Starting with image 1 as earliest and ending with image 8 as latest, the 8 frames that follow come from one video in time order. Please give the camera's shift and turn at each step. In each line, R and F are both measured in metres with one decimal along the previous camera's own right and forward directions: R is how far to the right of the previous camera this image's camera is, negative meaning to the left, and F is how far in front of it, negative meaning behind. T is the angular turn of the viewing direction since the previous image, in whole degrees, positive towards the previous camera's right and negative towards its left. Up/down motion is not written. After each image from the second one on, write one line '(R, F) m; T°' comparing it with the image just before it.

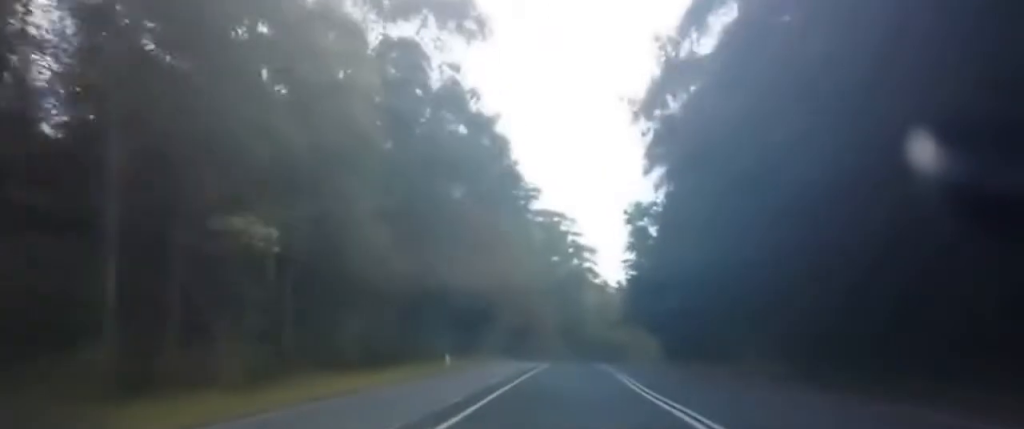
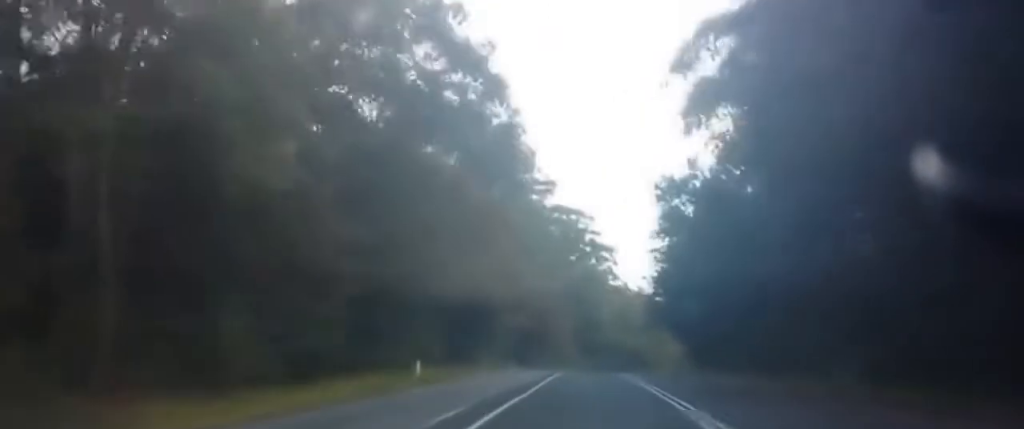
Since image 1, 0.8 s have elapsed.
(+0.3, +18.8) m; +3°
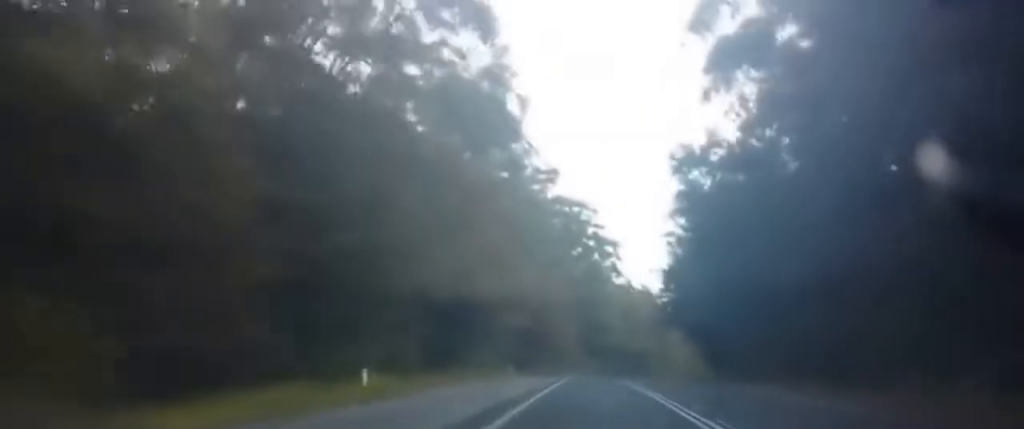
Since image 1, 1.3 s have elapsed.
(+0.3, +11.0) m; 0°
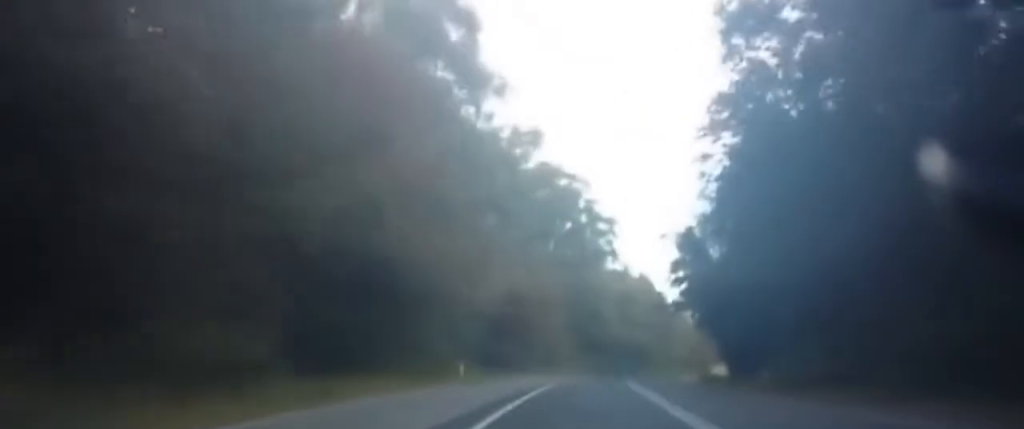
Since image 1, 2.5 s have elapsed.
(+0.1, +24.5) m; -2°
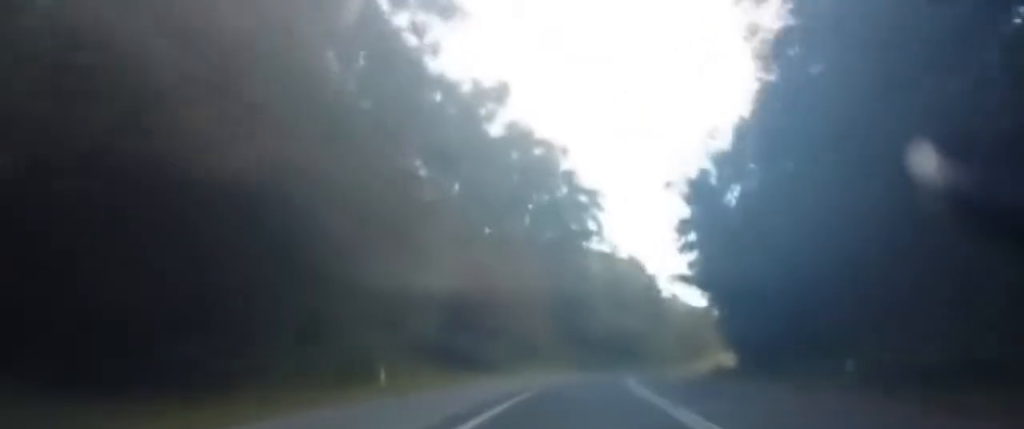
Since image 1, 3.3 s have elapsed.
(-0.5, +17.7) m; -1°
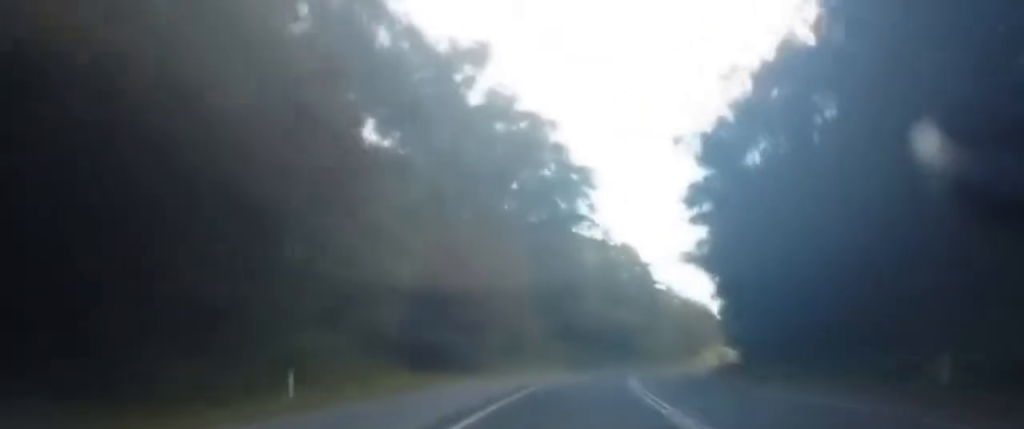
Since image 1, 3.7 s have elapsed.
(-0.2, +9.1) m; +1°
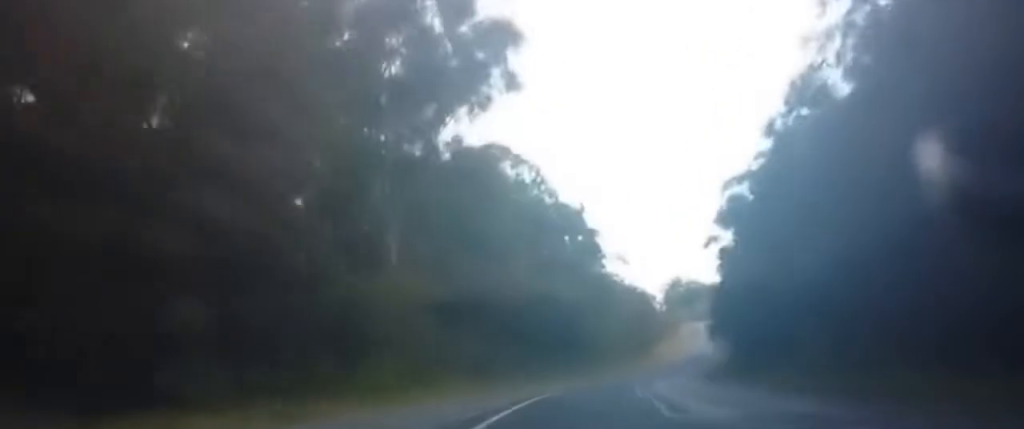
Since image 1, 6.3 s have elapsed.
(+0.3, +54.7) m; 0°
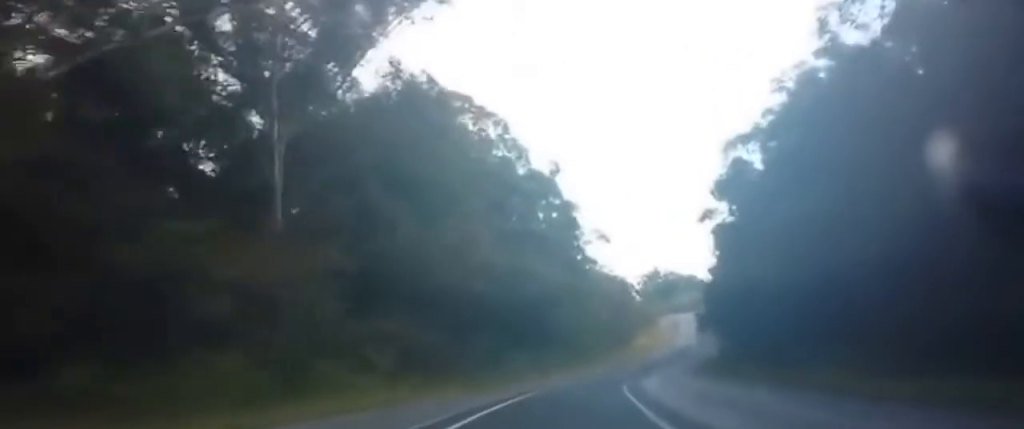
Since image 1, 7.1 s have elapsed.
(+0.3, +19.8) m; +3°
